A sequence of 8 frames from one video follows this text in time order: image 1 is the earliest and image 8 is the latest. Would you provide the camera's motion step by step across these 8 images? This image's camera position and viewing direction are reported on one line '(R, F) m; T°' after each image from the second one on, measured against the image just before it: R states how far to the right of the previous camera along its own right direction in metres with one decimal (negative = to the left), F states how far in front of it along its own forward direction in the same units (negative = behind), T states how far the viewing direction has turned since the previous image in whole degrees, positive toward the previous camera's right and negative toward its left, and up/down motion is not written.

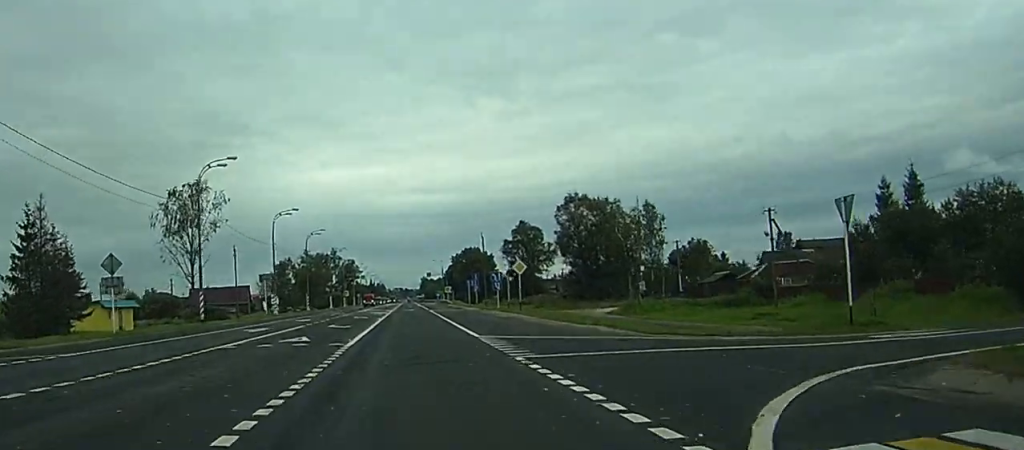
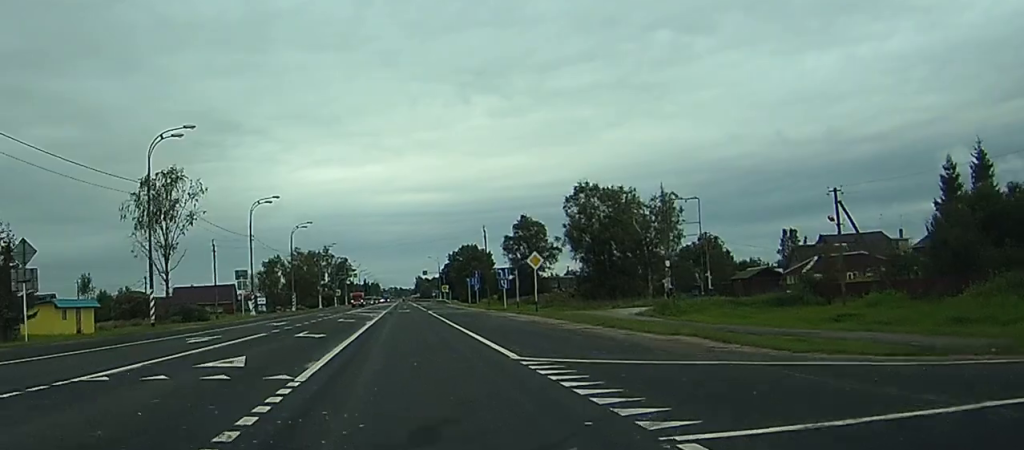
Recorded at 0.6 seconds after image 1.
(0.0, +10.8) m; 0°
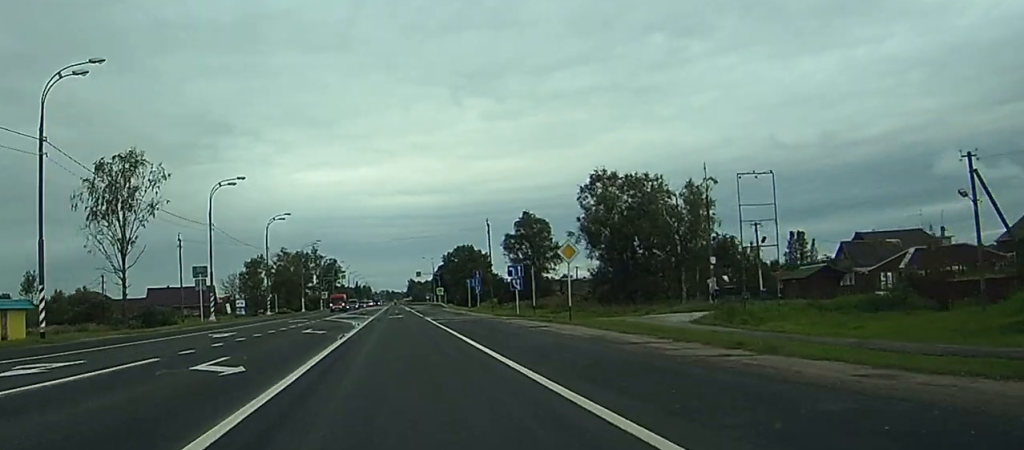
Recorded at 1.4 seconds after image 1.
(0.0, +14.4) m; 0°
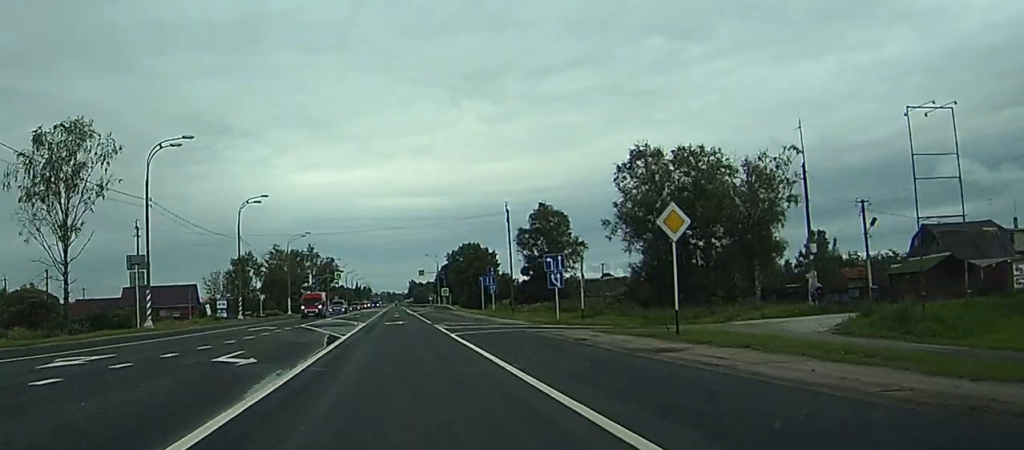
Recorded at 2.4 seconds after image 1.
(0.0, +17.3) m; 0°
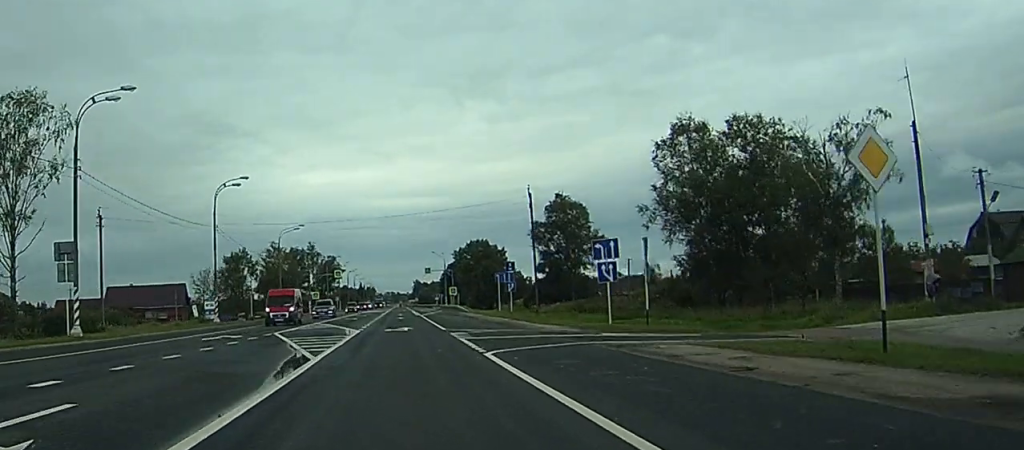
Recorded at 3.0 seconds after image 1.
(0.0, +11.9) m; 0°
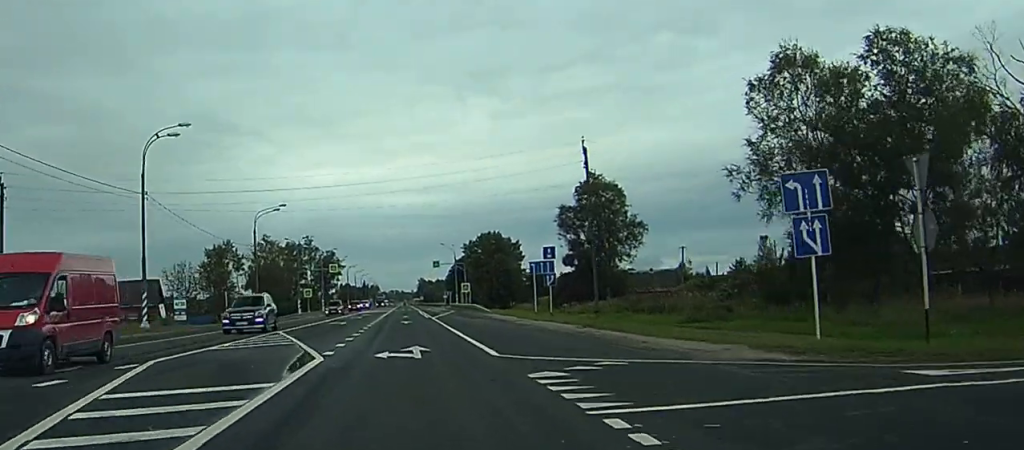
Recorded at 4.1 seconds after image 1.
(0.0, +19.7) m; 0°
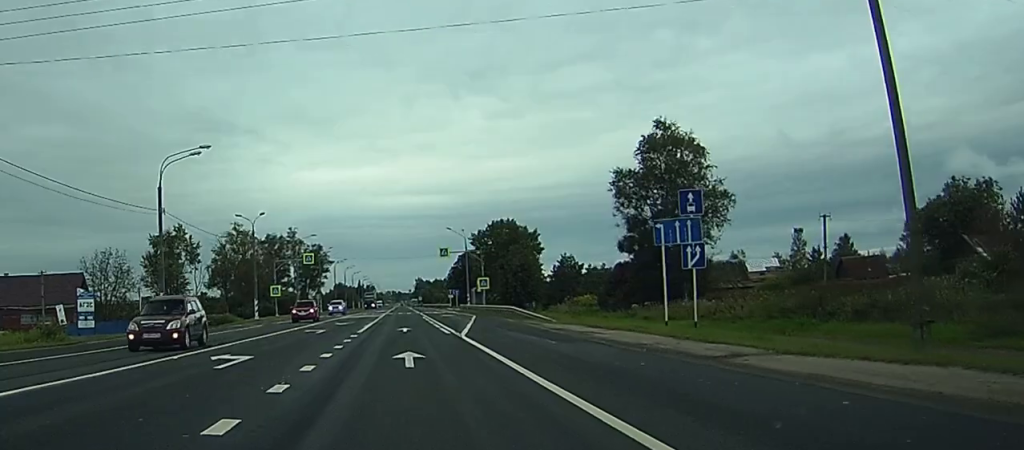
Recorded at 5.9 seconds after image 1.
(-0.1, +31.9) m; 0°
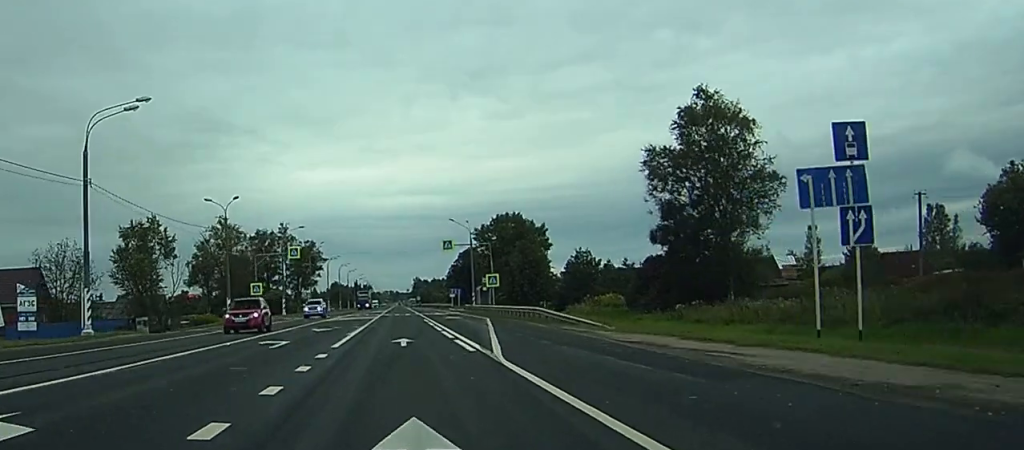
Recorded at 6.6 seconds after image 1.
(0.0, +12.1) m; 0°
